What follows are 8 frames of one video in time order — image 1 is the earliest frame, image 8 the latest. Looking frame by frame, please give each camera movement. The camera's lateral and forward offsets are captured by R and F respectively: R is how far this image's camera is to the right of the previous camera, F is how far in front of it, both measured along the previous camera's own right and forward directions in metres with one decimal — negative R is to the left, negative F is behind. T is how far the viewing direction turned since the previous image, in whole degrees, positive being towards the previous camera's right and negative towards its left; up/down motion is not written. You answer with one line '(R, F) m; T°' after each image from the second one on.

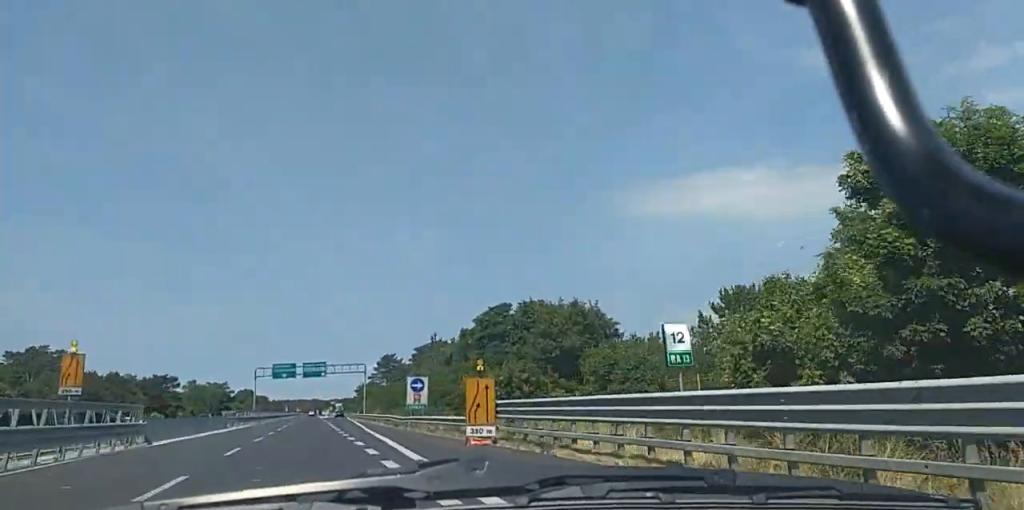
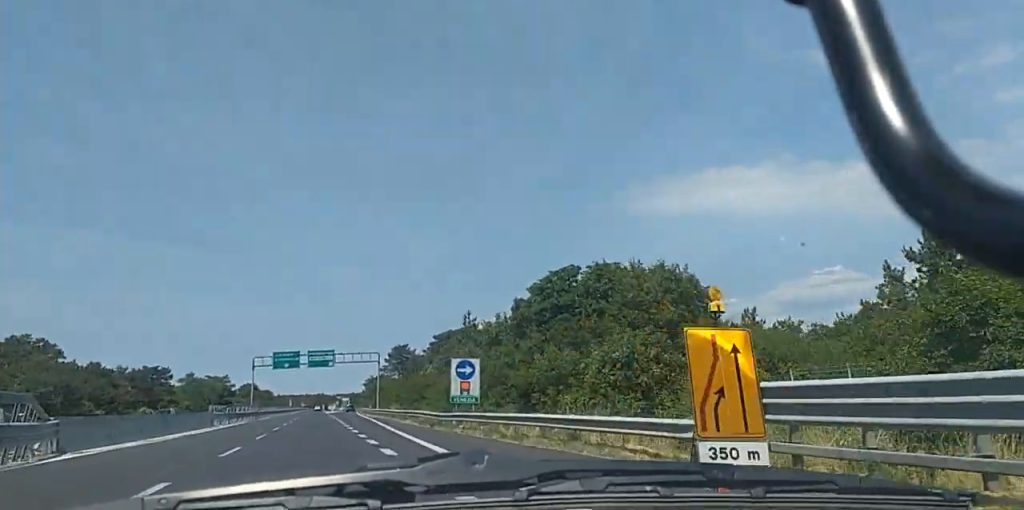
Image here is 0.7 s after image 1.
(+0.1, +14.8) m; +1°
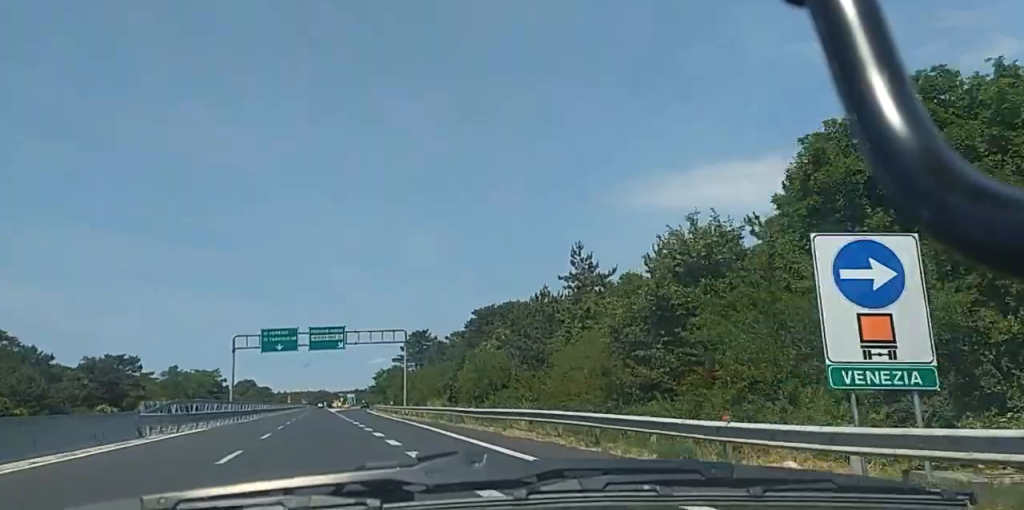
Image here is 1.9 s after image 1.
(+0.1, +26.4) m; -1°
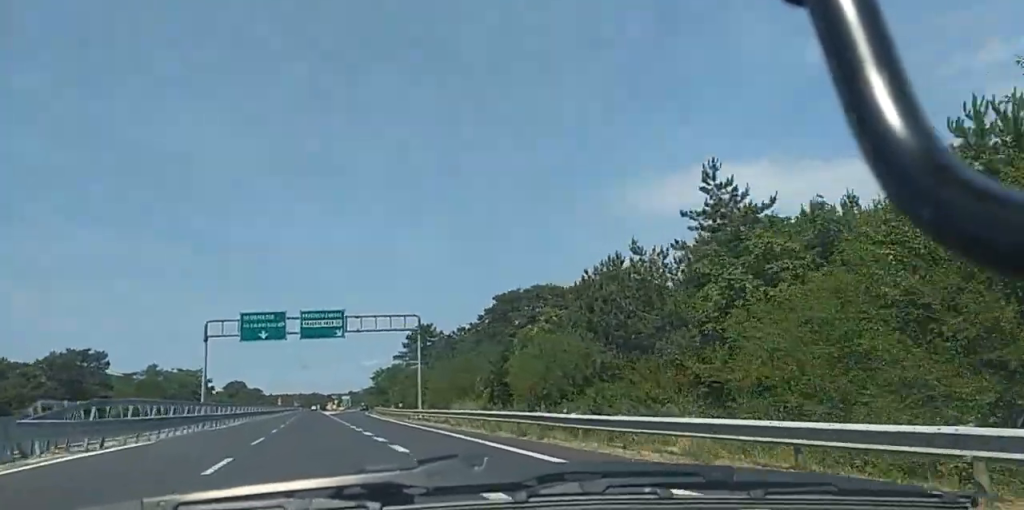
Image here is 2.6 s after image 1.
(-0.1, +13.9) m; -1°
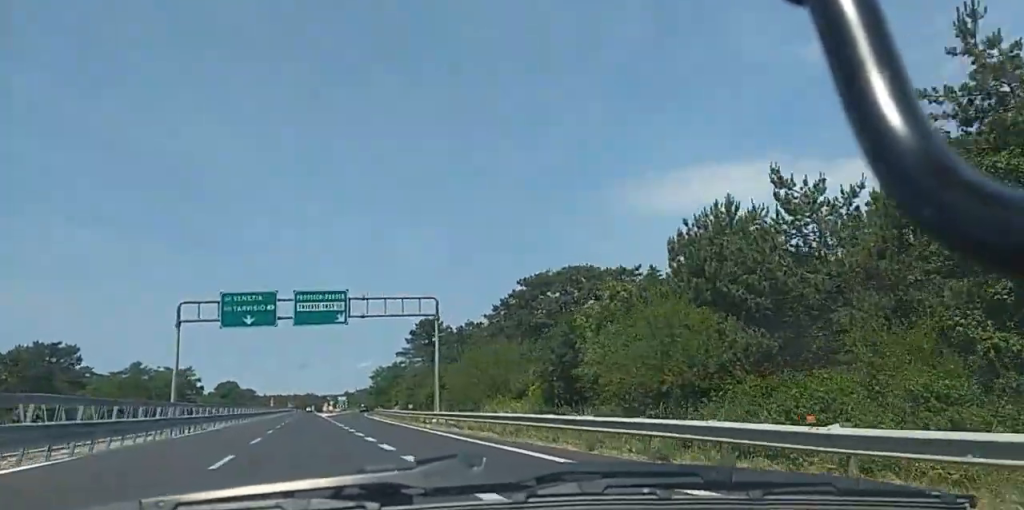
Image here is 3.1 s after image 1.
(0.0, +10.2) m; 0°
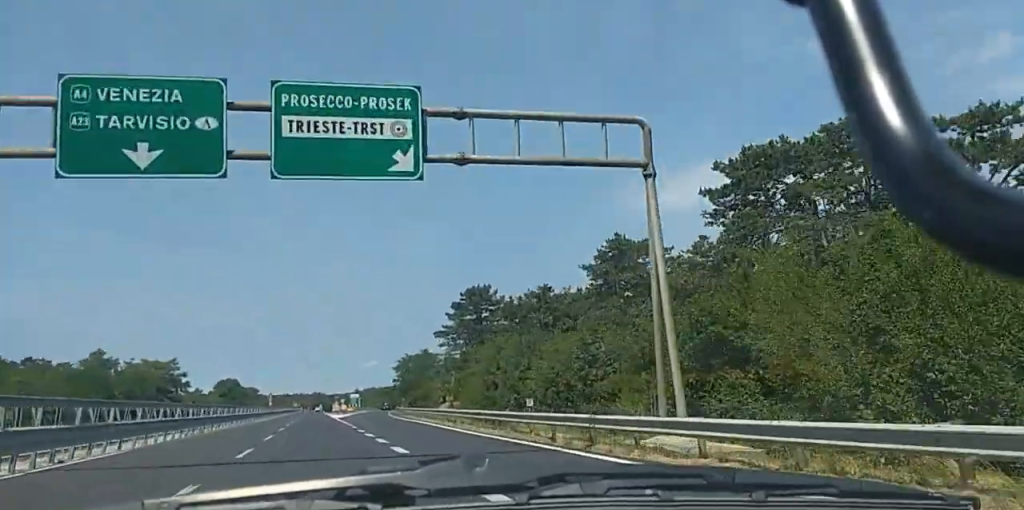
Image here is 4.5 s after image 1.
(0.0, +31.0) m; 0°
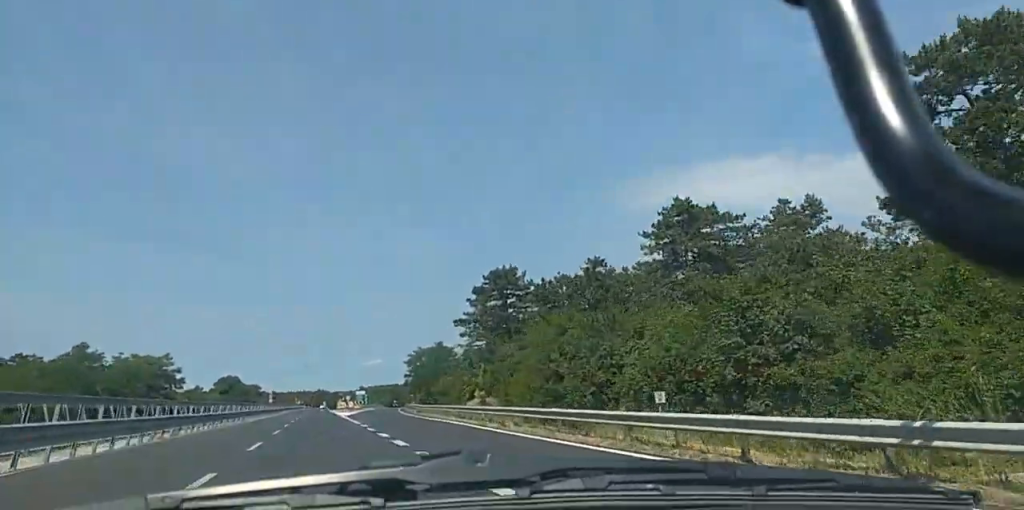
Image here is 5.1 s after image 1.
(0.0, +10.6) m; 0°
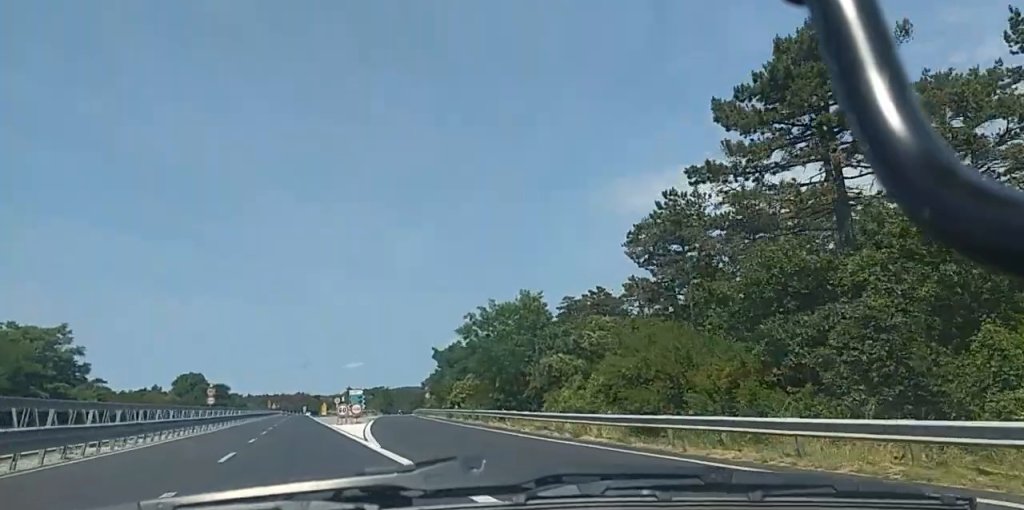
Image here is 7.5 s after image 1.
(+0.4, +49.5) m; 0°
